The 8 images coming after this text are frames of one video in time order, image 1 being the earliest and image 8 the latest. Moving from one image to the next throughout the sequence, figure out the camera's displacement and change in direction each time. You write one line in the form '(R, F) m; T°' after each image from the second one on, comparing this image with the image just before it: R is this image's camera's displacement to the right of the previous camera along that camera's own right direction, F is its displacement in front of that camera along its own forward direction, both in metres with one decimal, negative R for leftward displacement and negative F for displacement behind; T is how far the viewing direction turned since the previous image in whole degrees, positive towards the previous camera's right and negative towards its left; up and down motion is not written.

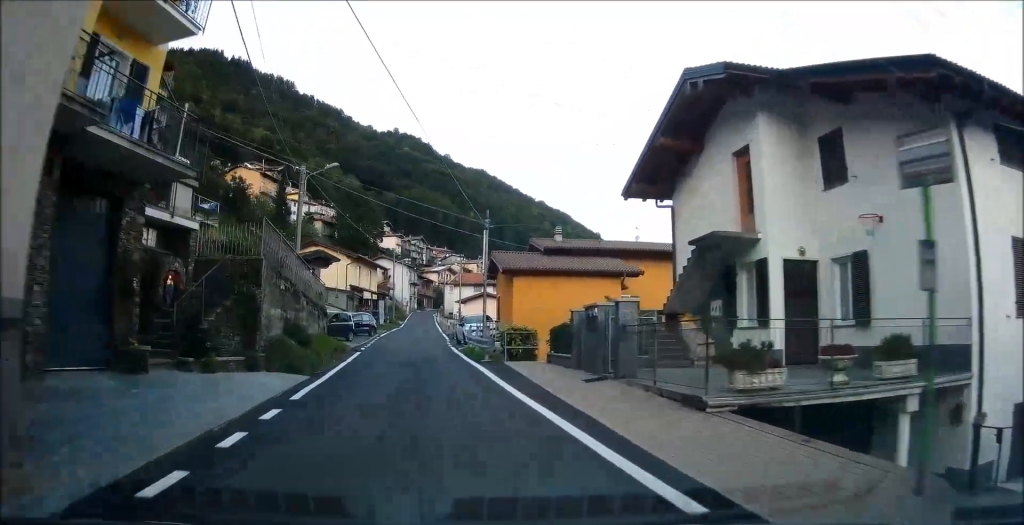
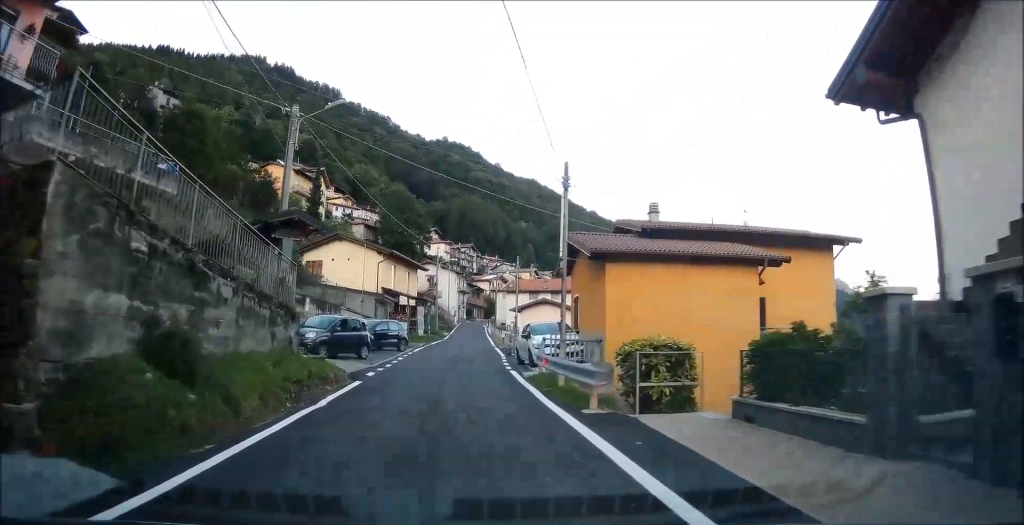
(0.0, +10.4) m; -2°
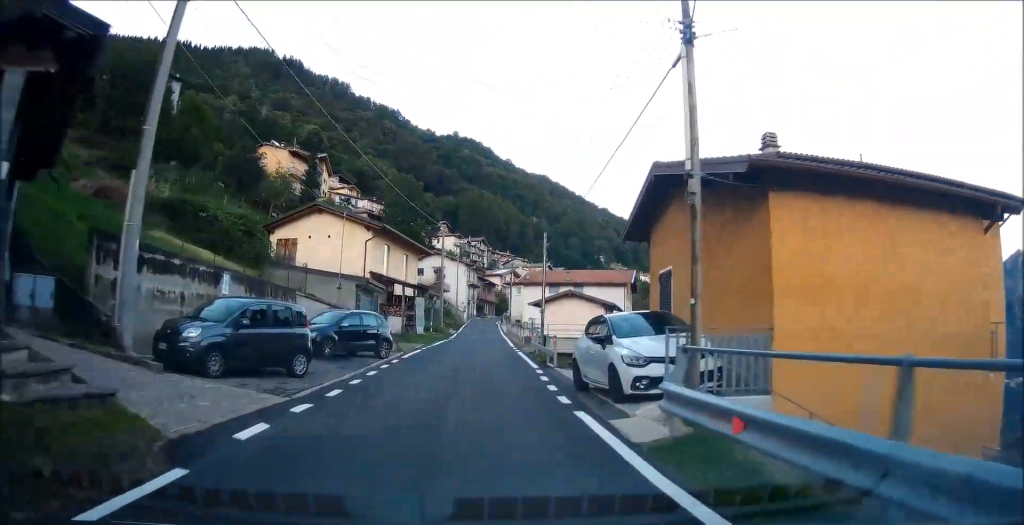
(-0.3, +10.4) m; -1°
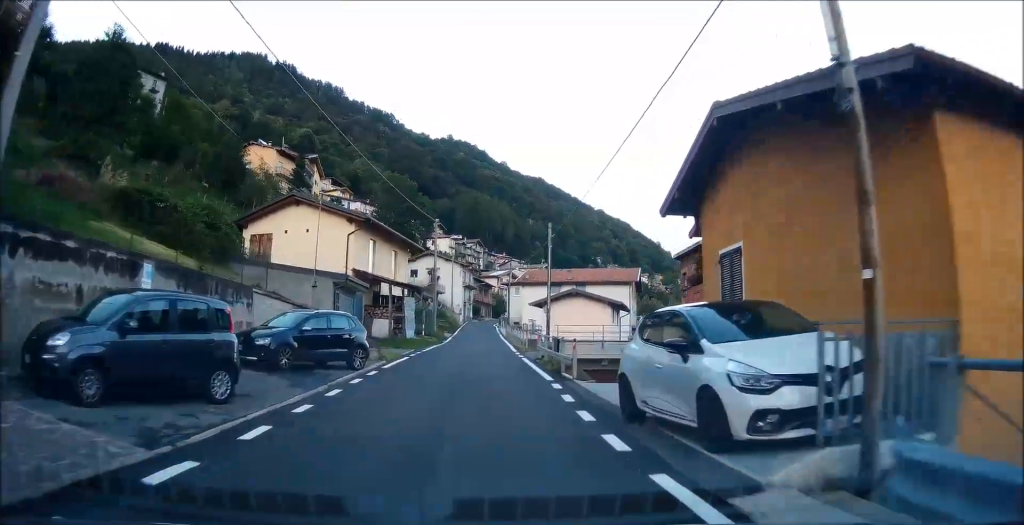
(0.0, +4.3) m; 0°
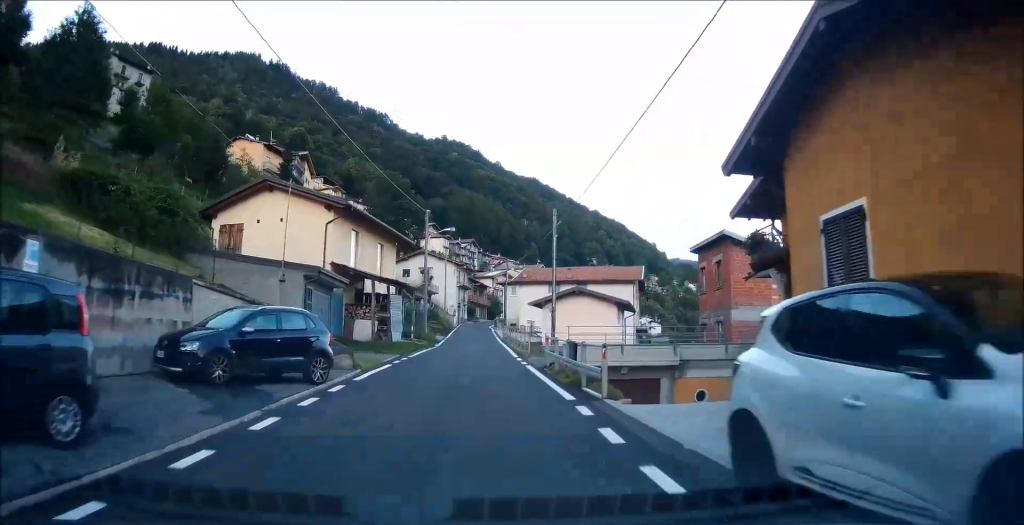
(0.0, +4.0) m; 0°
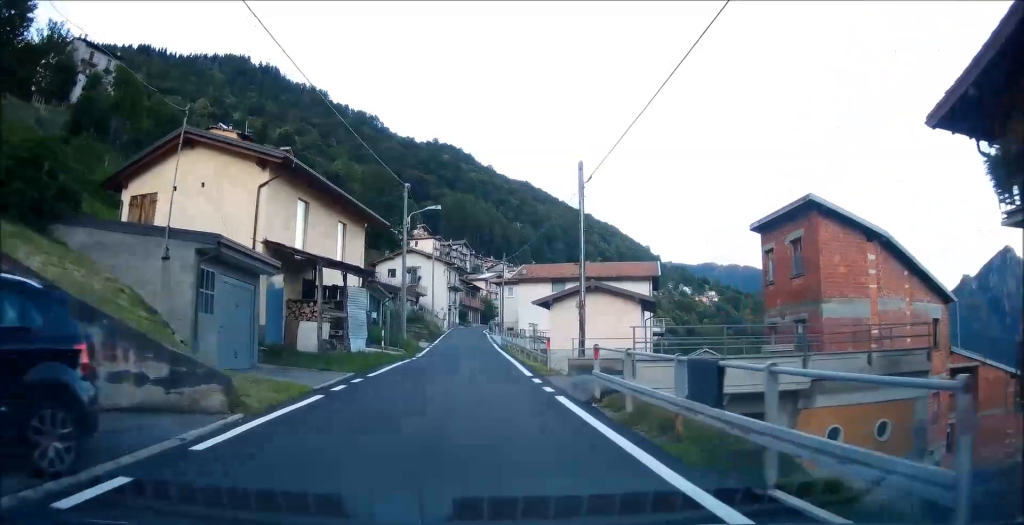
(0.0, +8.9) m; 0°
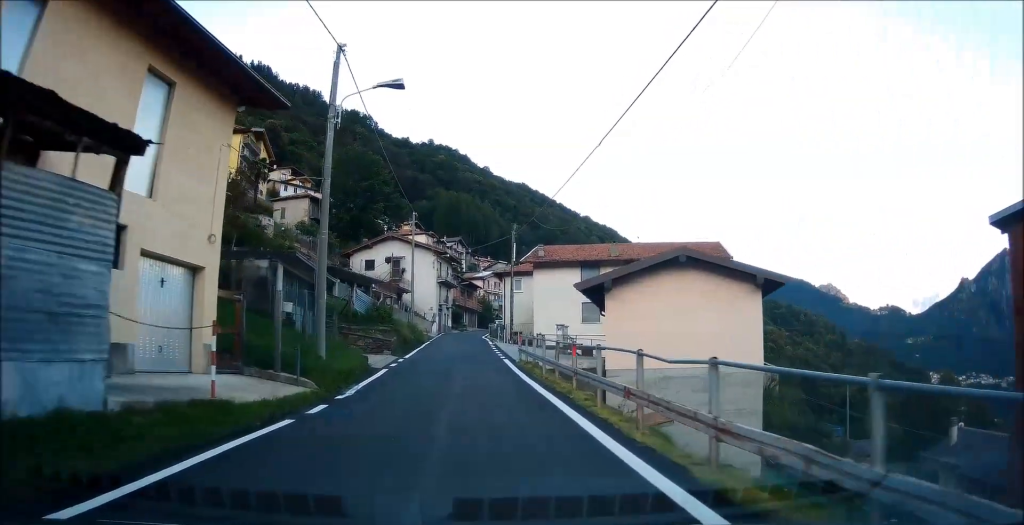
(-0.1, +16.9) m; -1°
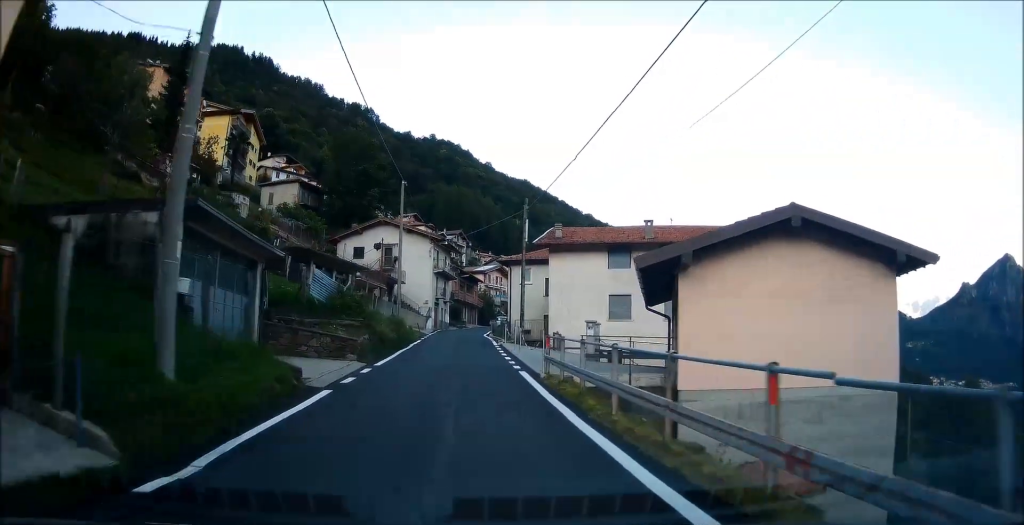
(+0.1, +7.7) m; -3°
